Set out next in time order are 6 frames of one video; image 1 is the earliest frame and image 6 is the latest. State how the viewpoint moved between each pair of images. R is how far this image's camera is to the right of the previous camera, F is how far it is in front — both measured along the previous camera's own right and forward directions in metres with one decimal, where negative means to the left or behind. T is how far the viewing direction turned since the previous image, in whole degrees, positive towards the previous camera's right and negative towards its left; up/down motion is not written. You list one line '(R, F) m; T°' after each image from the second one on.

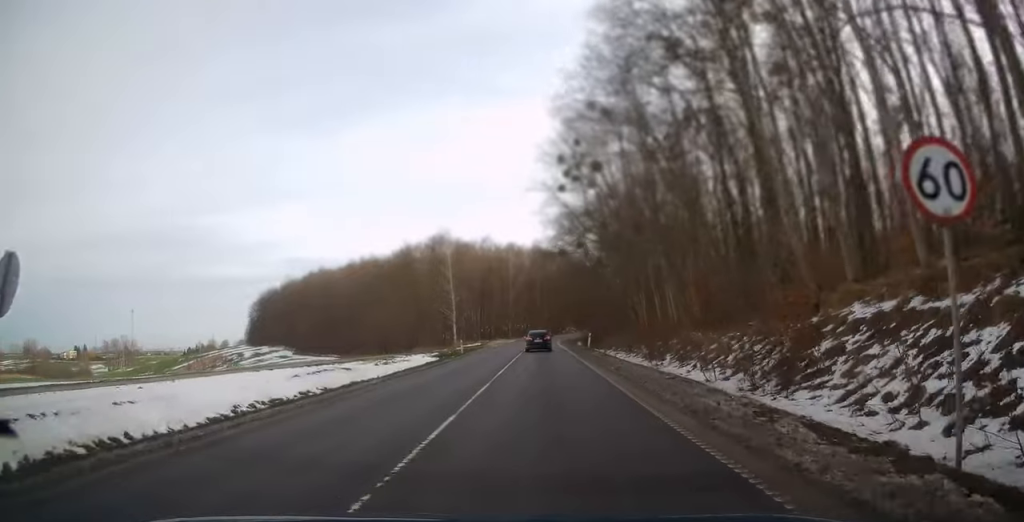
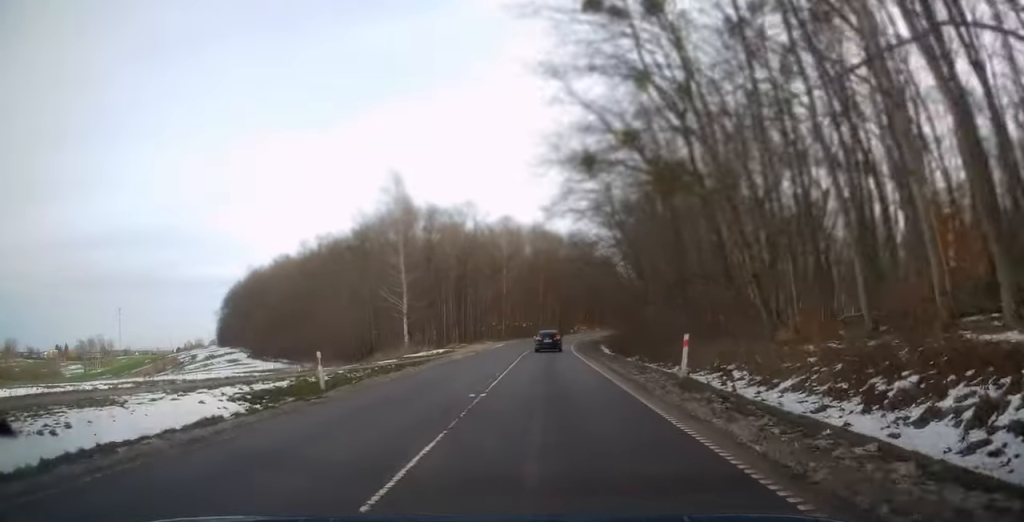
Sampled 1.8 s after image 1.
(+0.2, +29.8) m; +1°
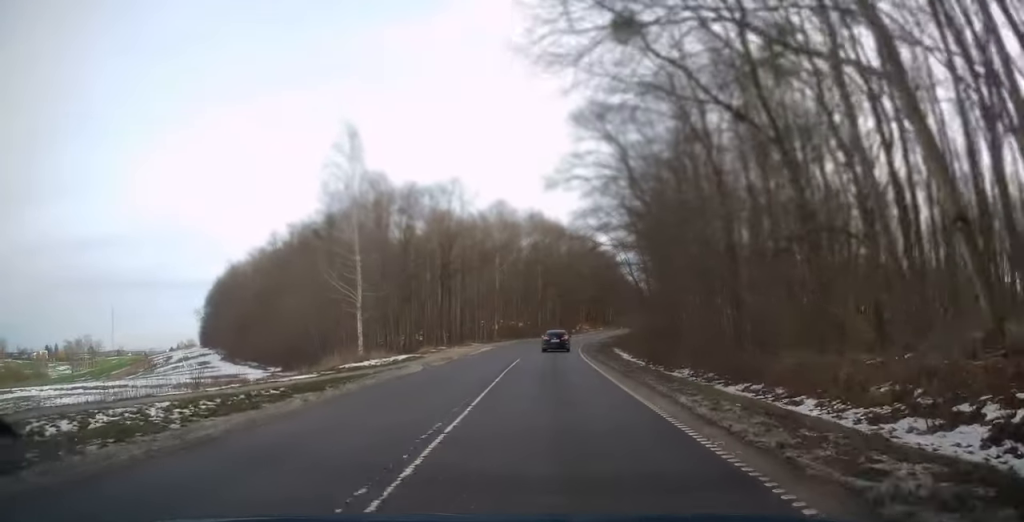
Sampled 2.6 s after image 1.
(+0.1, +12.2) m; -1°
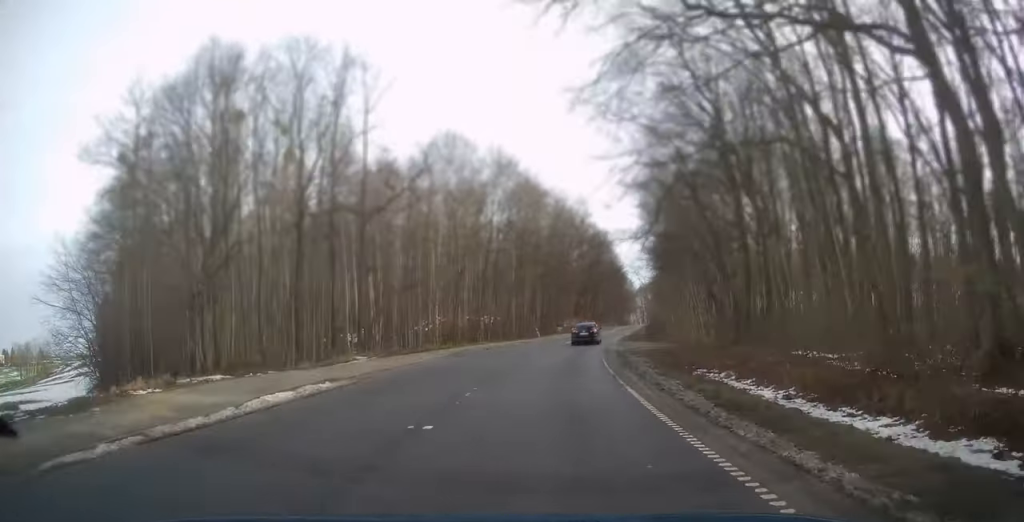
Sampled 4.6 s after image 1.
(+0.1, +33.1) m; +2°
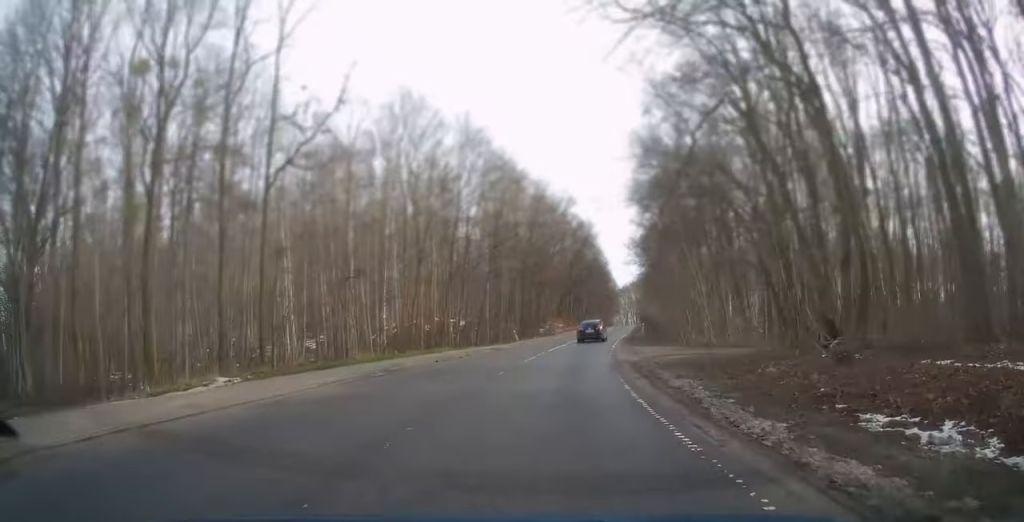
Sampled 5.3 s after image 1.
(0.0, +11.0) m; +1°
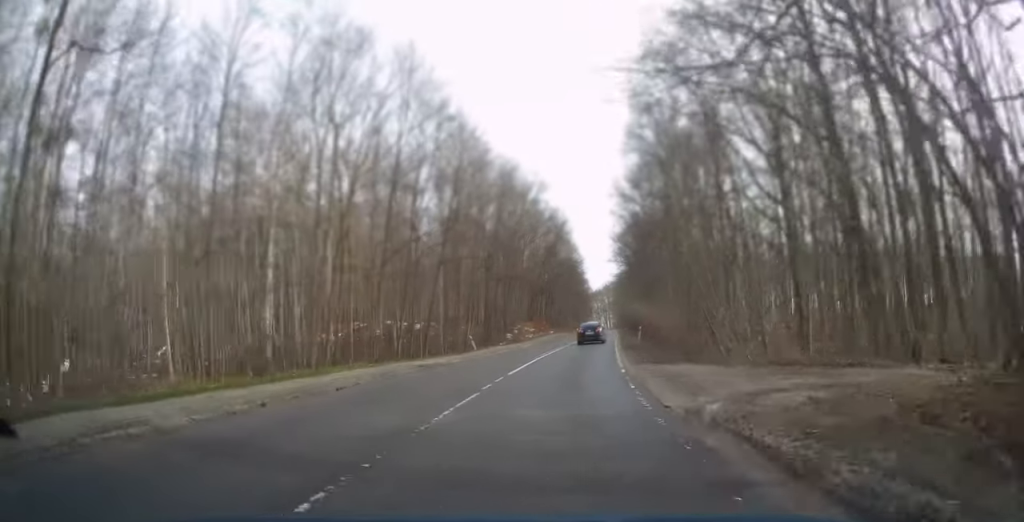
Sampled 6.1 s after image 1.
(+0.2, +13.2) m; +2°
